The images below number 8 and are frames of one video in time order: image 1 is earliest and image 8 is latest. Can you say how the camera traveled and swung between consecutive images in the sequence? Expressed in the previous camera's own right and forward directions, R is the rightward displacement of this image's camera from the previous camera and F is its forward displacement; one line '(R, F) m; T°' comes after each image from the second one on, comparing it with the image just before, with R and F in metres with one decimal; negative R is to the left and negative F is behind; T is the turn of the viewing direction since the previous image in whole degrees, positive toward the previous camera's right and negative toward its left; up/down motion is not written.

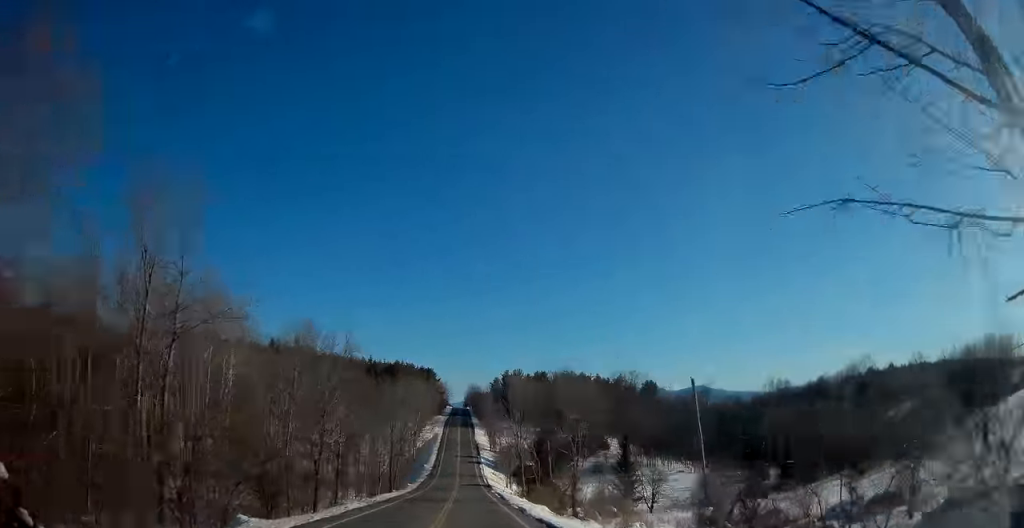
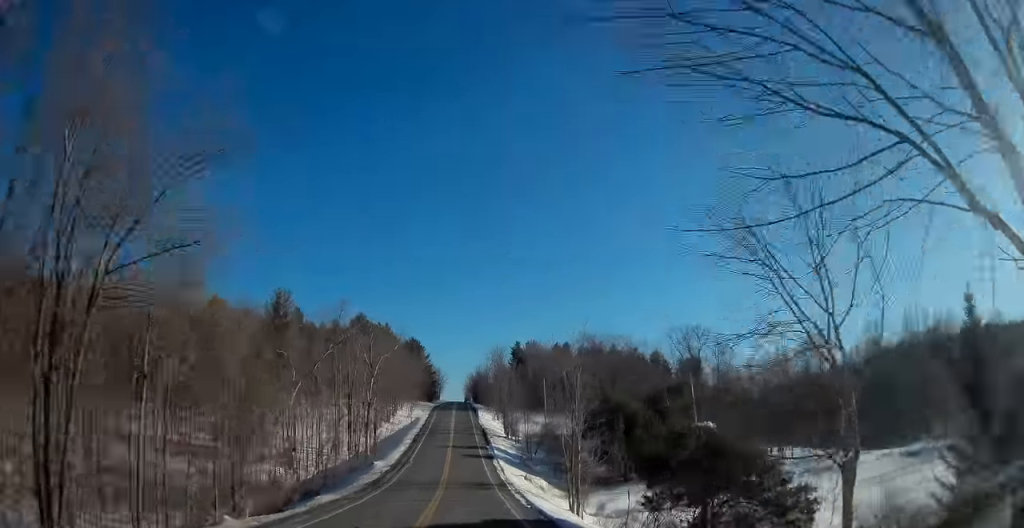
(+0.2, +58.6) m; 0°
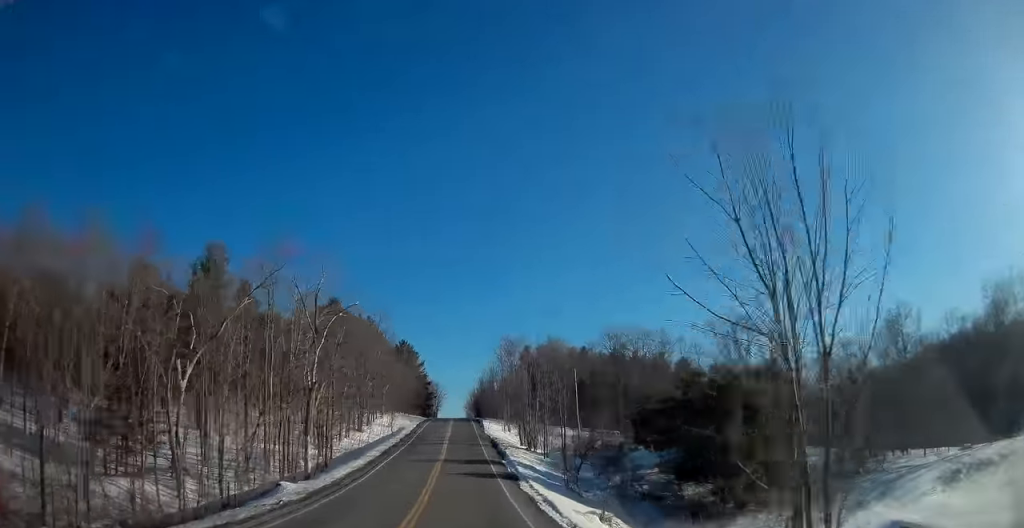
(+0.1, +26.1) m; 0°
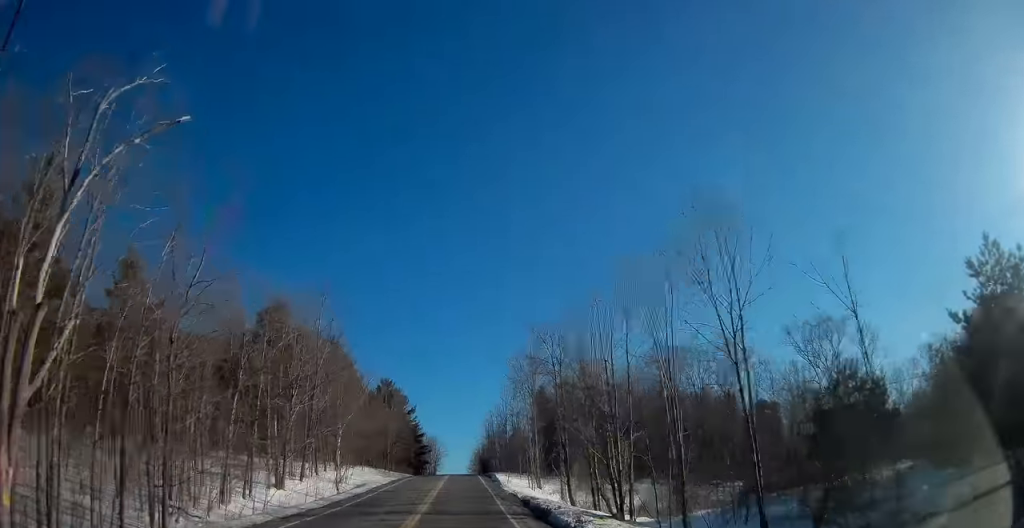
(-0.2, +30.4) m; -1°
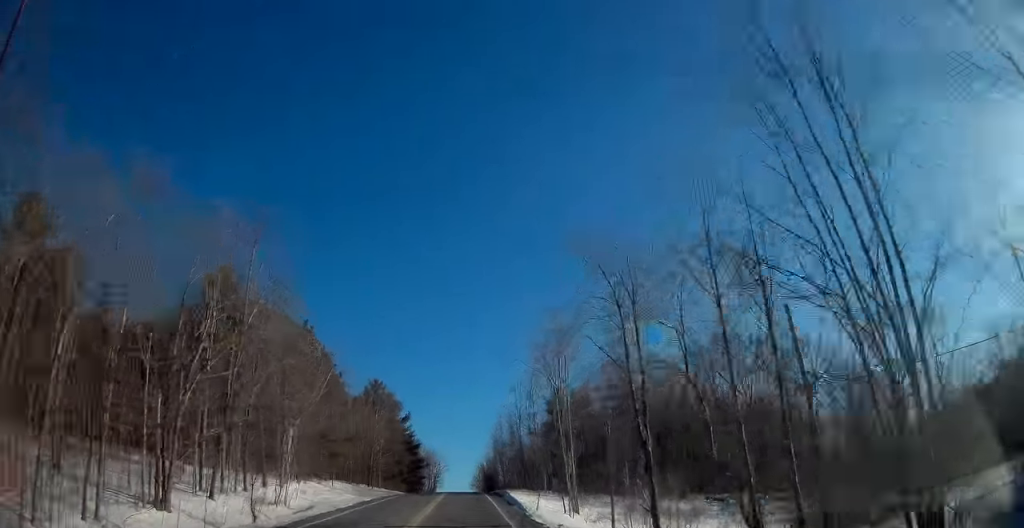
(-0.1, +16.1) m; 0°
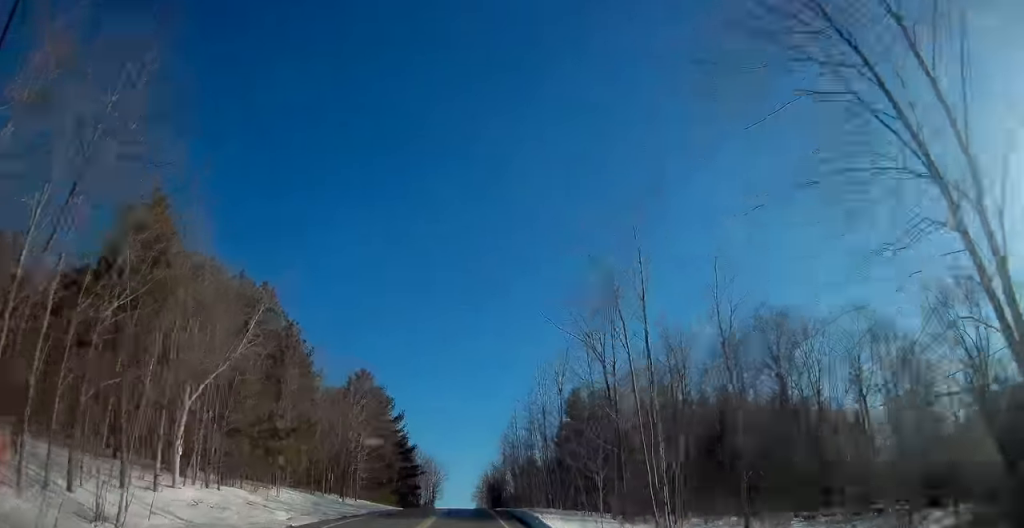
(0.0, +15.9) m; 0°
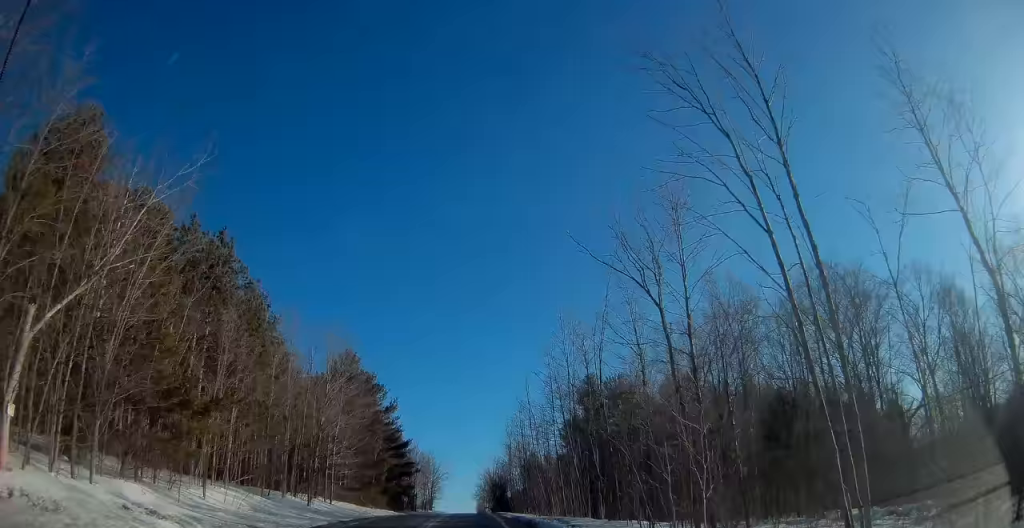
(0.0, +10.7) m; 0°
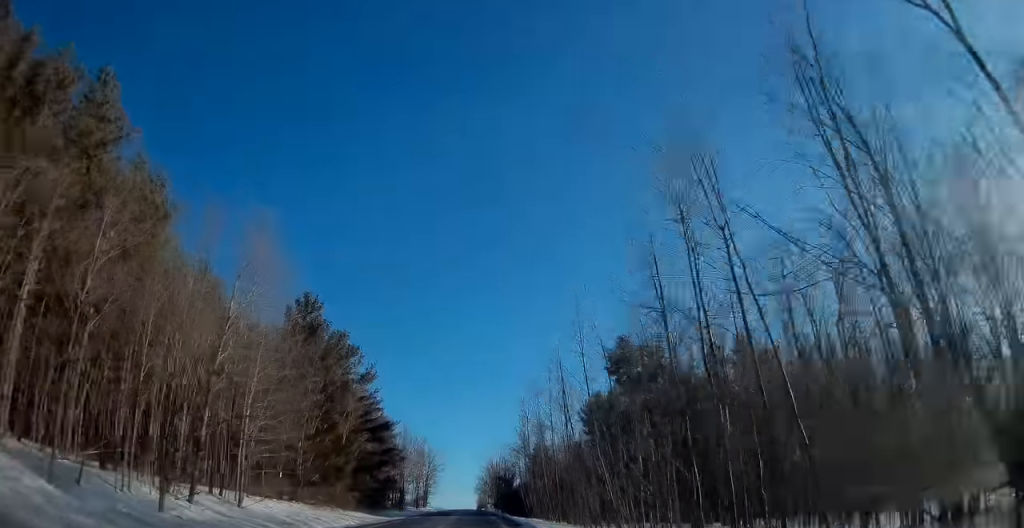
(0.0, +18.8) m; 0°
